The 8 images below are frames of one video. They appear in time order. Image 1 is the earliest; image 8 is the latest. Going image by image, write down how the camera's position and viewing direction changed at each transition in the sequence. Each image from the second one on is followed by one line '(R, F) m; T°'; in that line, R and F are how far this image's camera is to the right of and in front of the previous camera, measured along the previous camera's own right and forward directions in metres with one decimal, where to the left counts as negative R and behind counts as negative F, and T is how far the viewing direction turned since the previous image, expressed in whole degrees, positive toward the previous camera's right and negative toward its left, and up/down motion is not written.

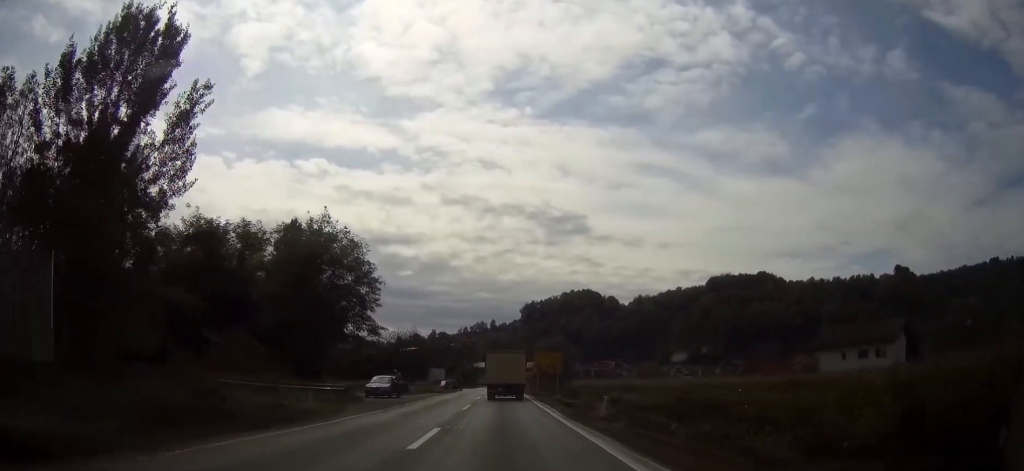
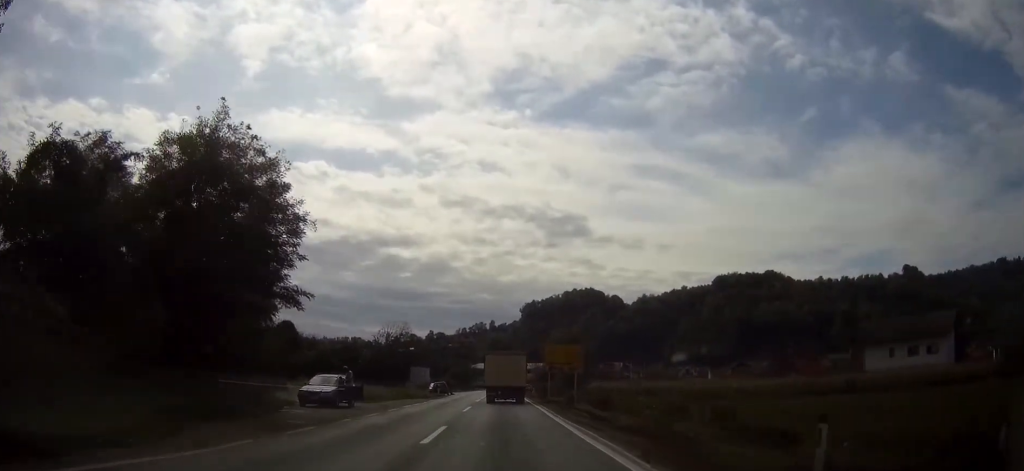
(0.0, +14.1) m; 0°
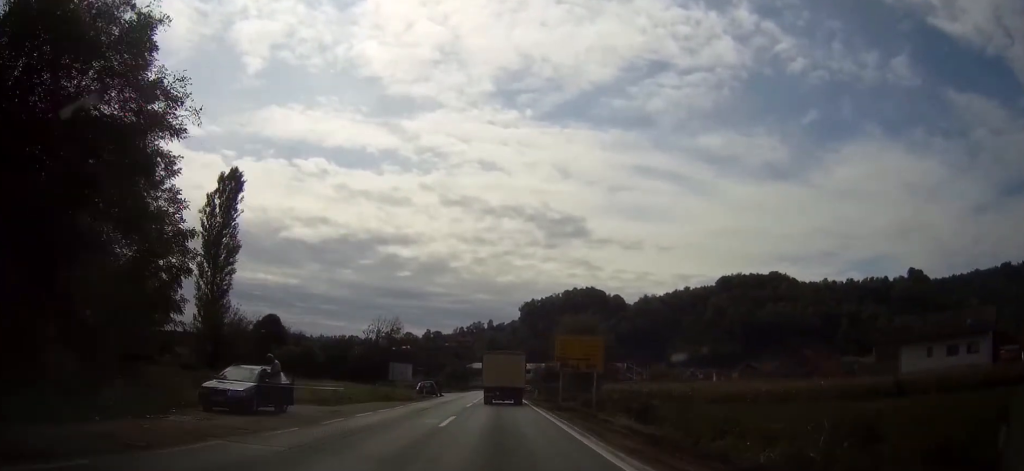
(0.0, +9.8) m; 0°
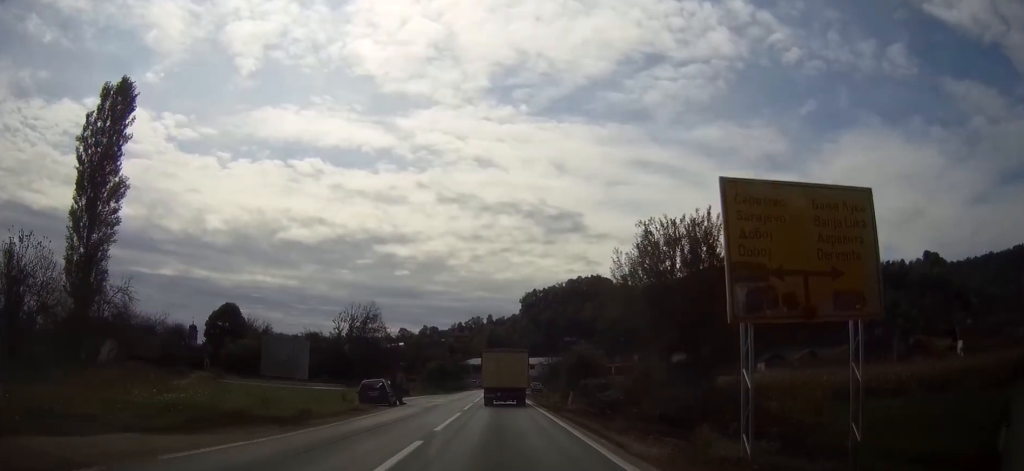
(+0.1, +26.3) m; 0°
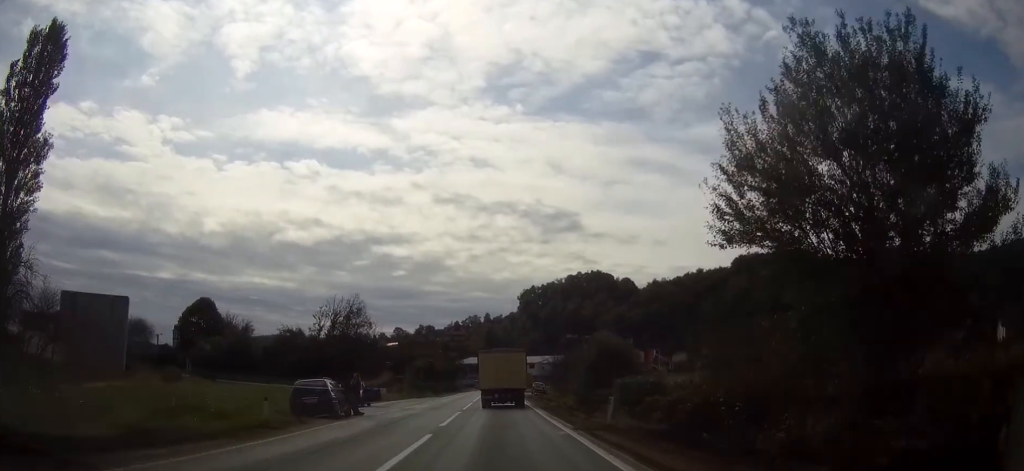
(+0.1, +11.6) m; 0°
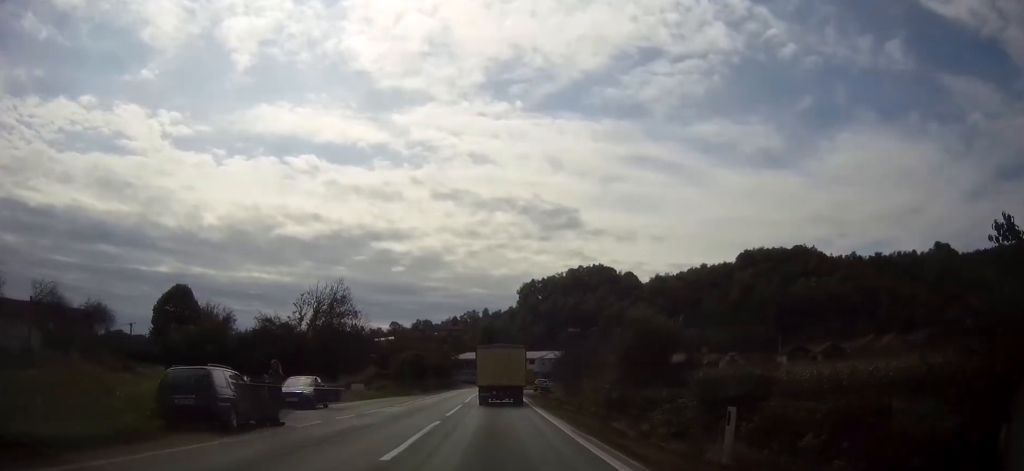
(0.0, +9.9) m; 0°
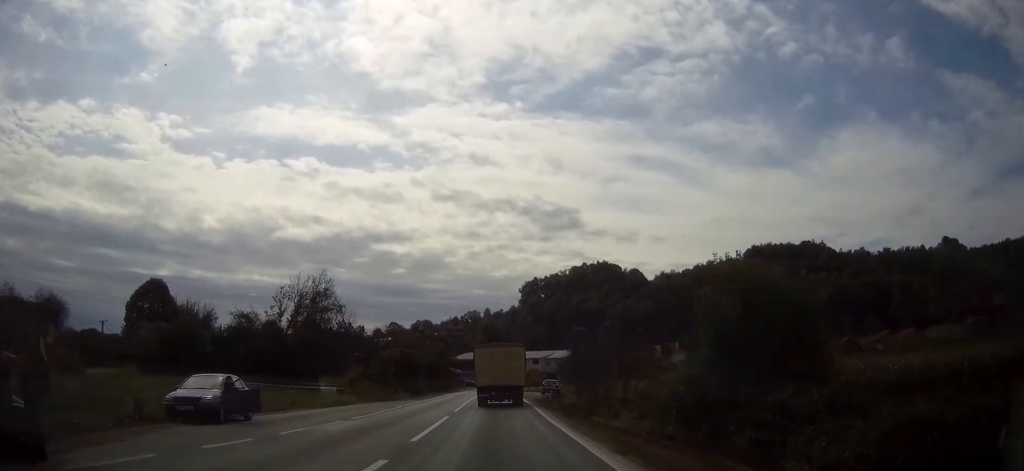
(0.0, +10.2) m; 0°
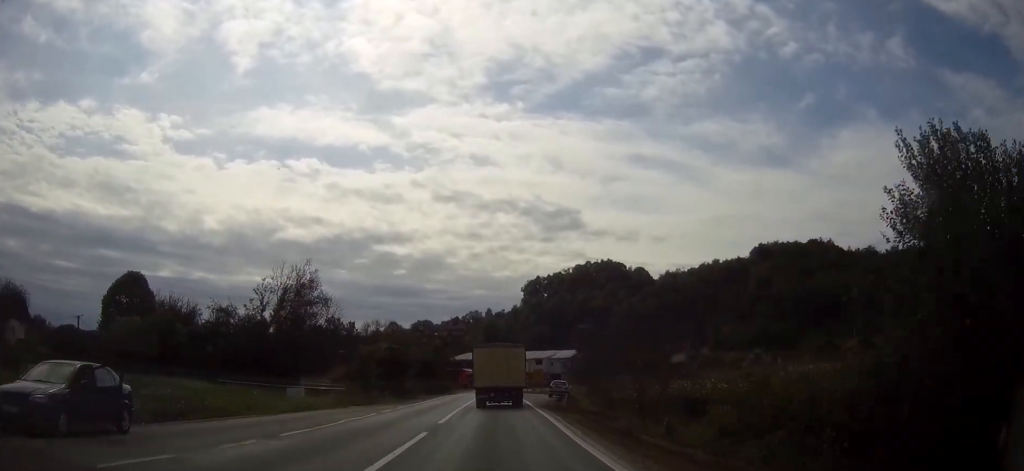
(0.0, +7.9) m; 0°
